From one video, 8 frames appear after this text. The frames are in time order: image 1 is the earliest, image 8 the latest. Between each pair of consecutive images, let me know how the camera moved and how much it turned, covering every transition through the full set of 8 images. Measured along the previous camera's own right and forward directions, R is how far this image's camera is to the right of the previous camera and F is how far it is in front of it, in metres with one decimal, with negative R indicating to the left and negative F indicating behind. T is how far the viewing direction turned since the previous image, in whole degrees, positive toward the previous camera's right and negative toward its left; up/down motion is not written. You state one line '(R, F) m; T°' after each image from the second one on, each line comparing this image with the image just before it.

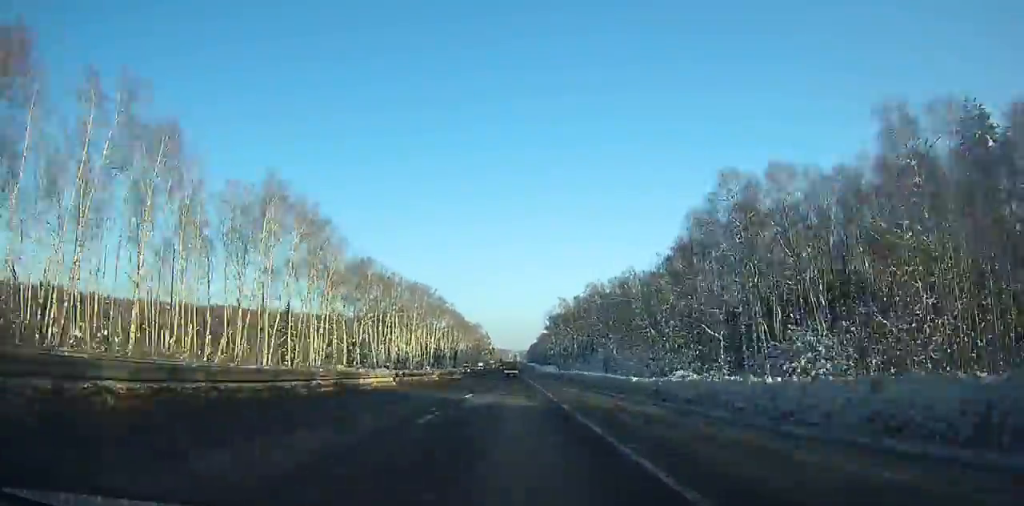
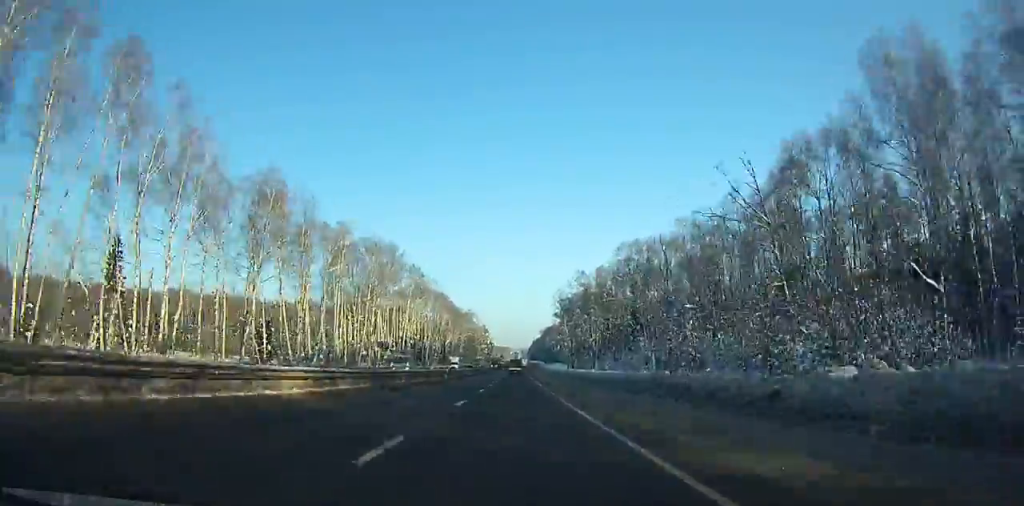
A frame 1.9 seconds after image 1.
(-6.5, +52.8) m; -2°
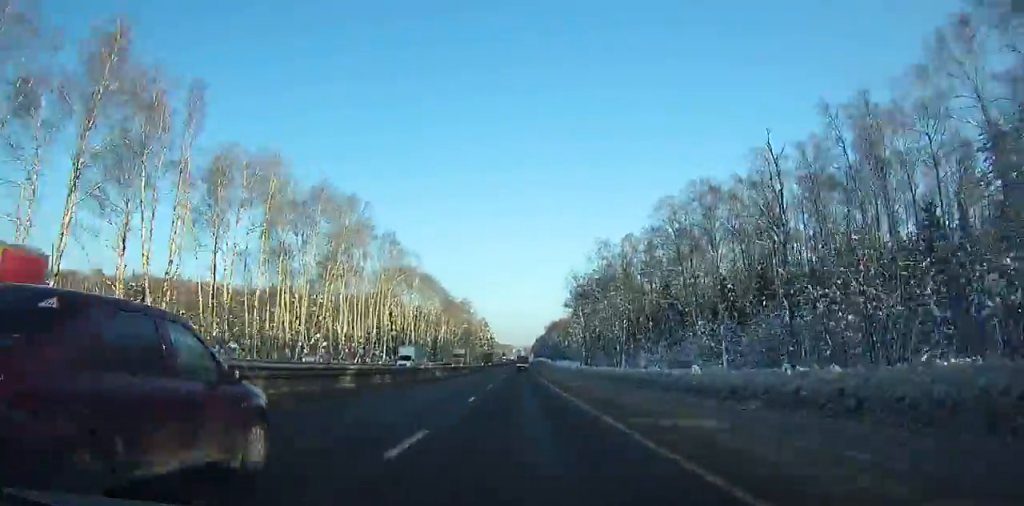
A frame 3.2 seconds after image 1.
(-0.1, +36.3) m; 0°
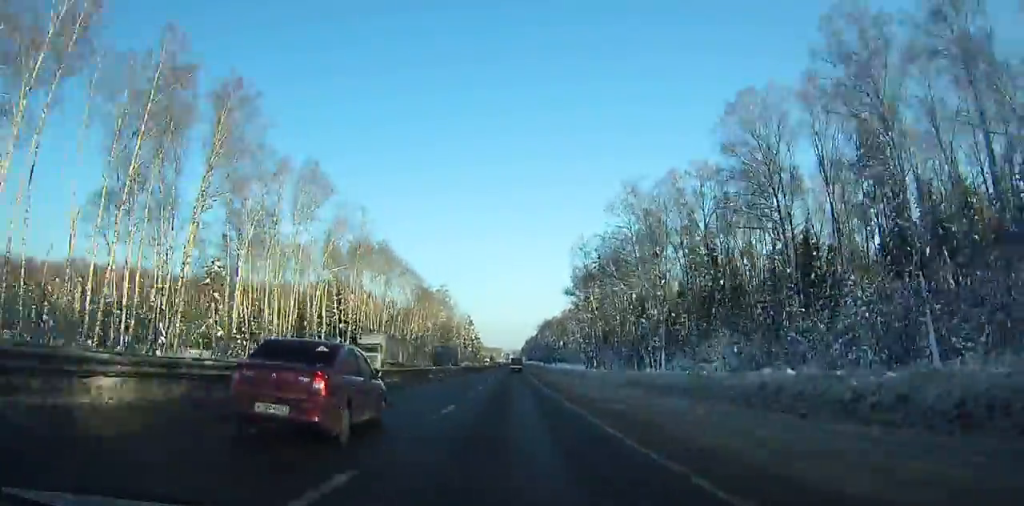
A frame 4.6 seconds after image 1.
(+1.9, +39.1) m; +2°
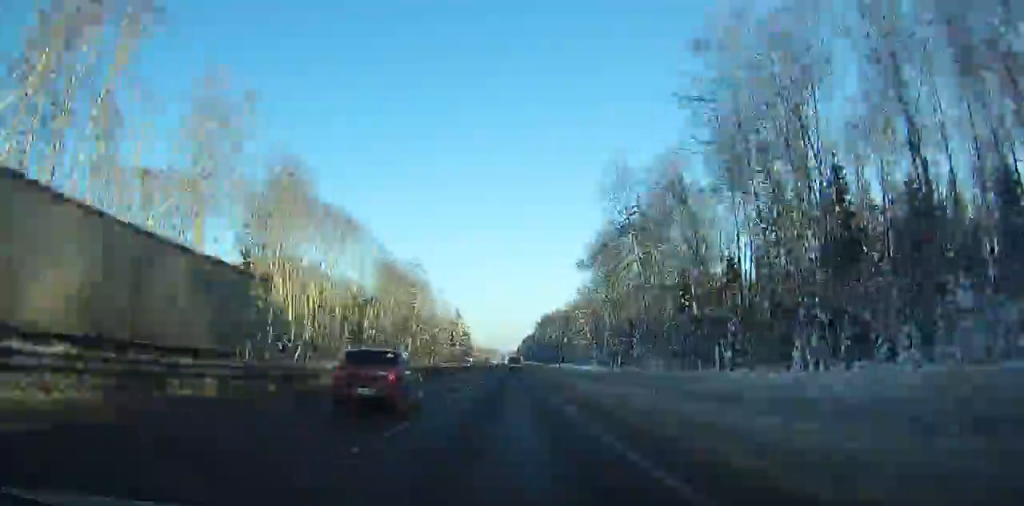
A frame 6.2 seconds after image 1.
(+1.0, +44.7) m; +2°
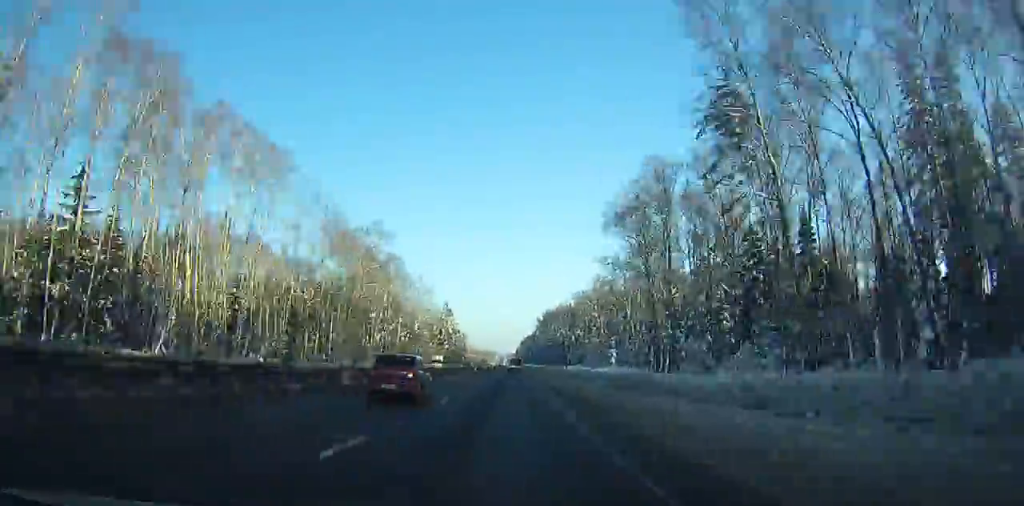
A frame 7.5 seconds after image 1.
(+0.3, +36.3) m; 0°
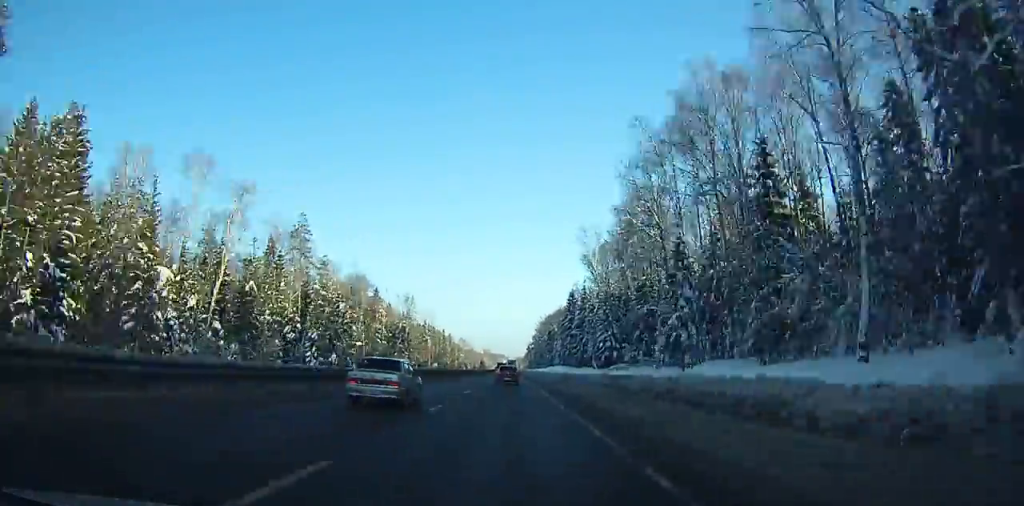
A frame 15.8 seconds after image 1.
(+0.7, +234.4) m; -1°
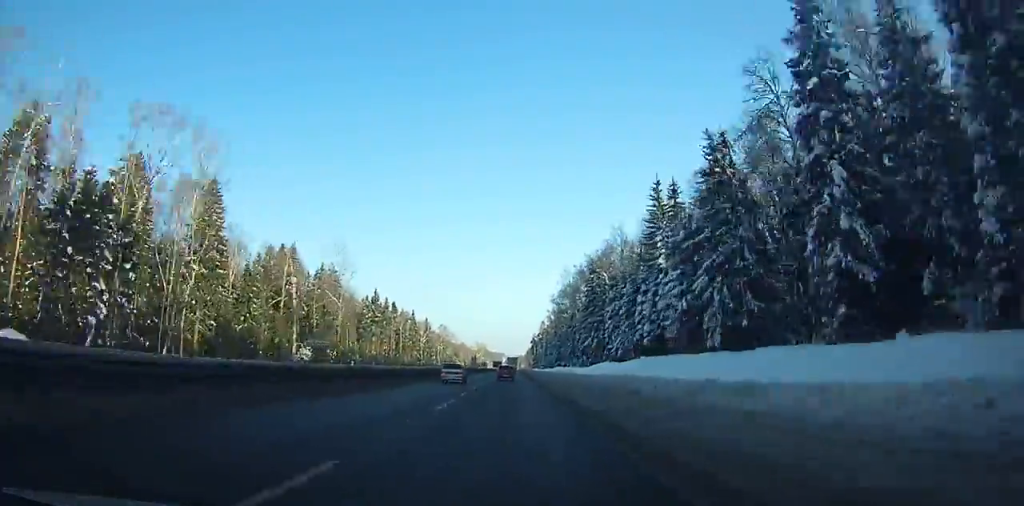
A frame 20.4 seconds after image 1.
(-0.6, +136.8) m; 0°
